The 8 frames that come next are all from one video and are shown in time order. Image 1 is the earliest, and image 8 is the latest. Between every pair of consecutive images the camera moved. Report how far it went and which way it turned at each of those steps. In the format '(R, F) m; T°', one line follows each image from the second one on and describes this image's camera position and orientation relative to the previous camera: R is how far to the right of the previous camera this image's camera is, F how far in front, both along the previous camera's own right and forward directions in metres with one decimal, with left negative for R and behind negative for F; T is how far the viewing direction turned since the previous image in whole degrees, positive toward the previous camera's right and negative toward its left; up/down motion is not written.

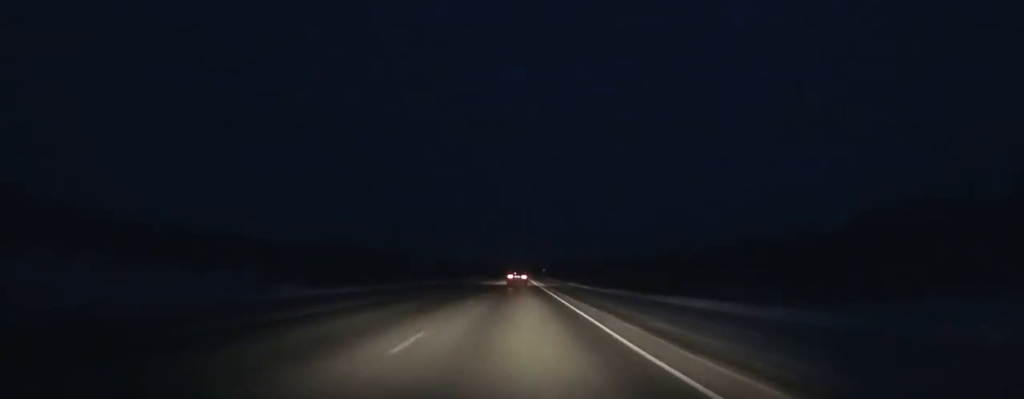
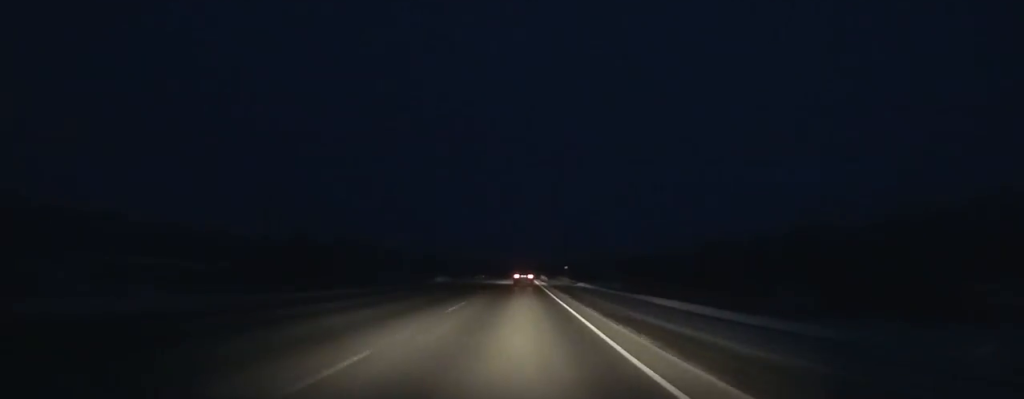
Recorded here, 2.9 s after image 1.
(-0.2, +62.7) m; 0°
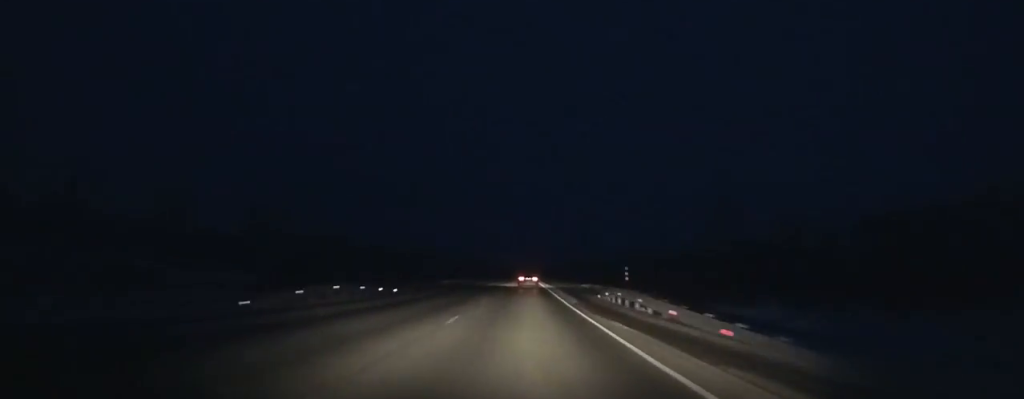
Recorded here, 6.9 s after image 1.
(-0.2, +85.9) m; 0°
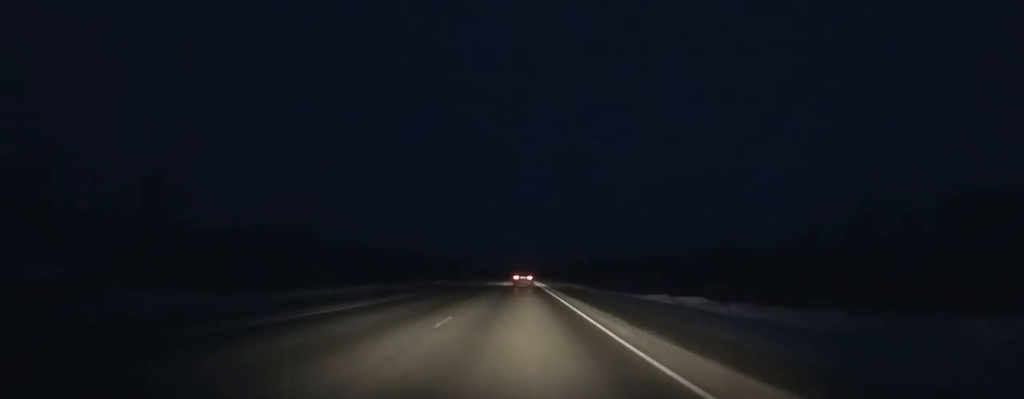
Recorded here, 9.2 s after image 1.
(+0.3, +49.4) m; 0°
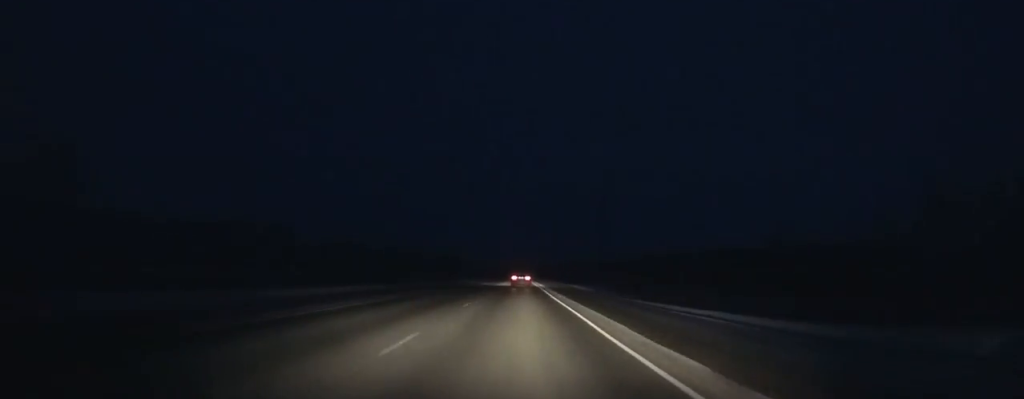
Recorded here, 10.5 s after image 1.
(0.0, +28.1) m; 0°
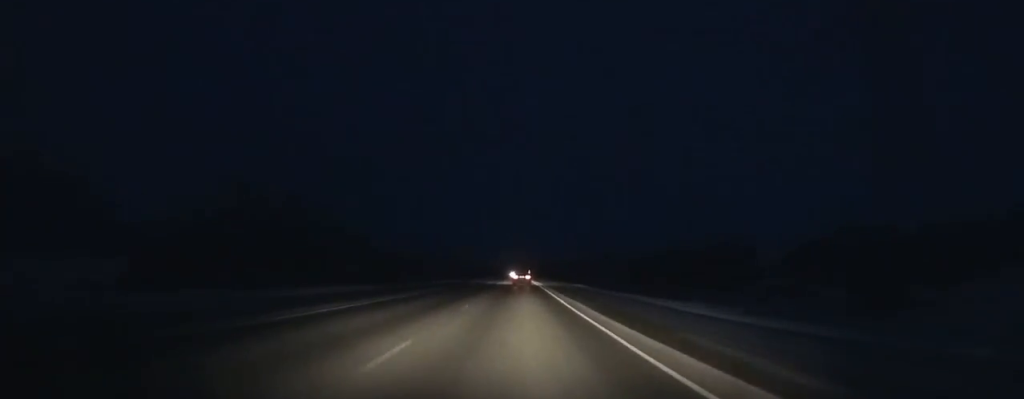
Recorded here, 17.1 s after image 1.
(+0.7, +146.1) m; +1°
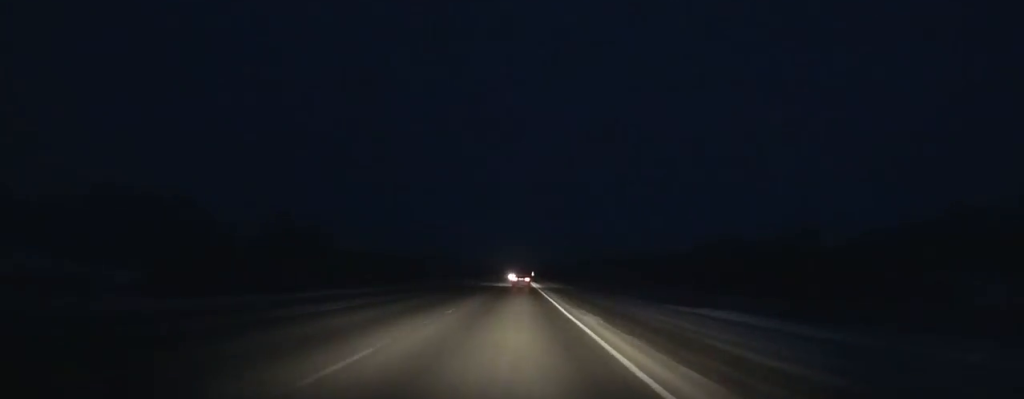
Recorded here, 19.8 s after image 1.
(0.0, +61.6) m; 0°
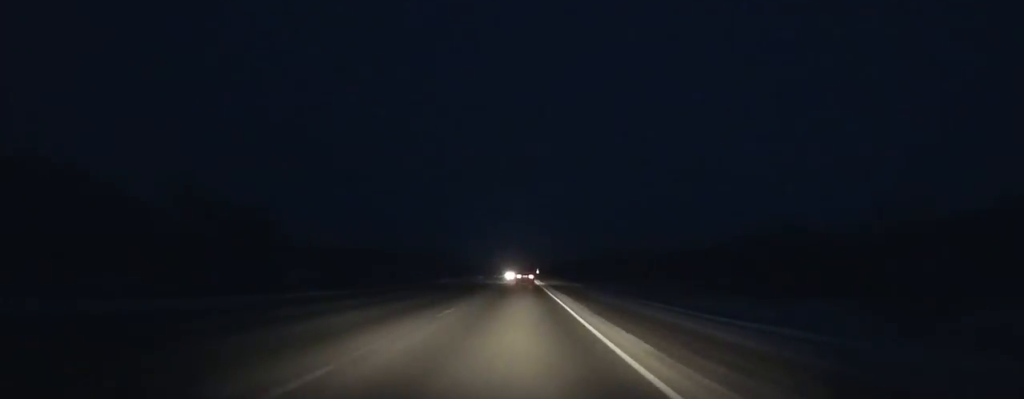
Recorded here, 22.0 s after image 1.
(-0.2, +50.8) m; 0°
